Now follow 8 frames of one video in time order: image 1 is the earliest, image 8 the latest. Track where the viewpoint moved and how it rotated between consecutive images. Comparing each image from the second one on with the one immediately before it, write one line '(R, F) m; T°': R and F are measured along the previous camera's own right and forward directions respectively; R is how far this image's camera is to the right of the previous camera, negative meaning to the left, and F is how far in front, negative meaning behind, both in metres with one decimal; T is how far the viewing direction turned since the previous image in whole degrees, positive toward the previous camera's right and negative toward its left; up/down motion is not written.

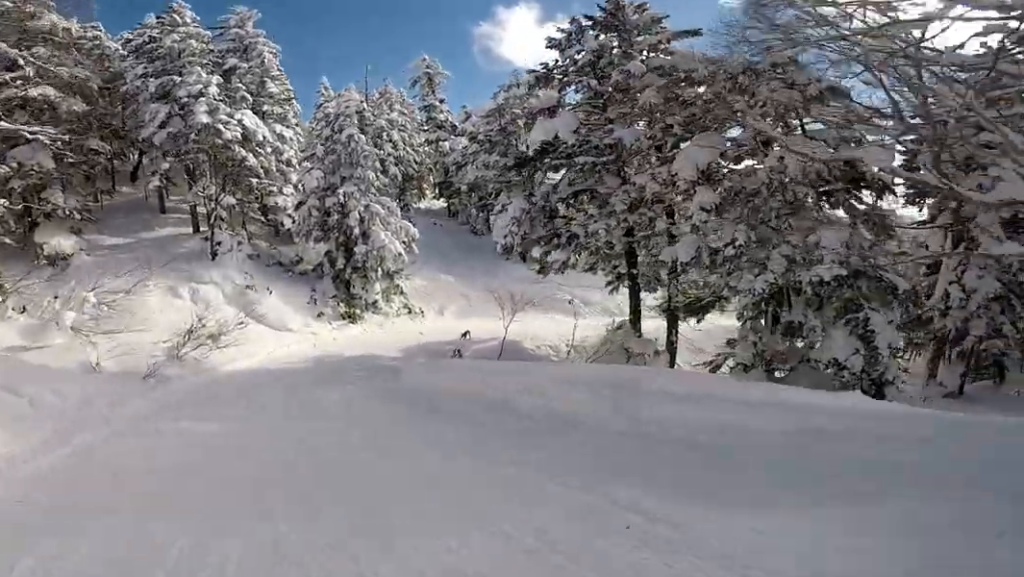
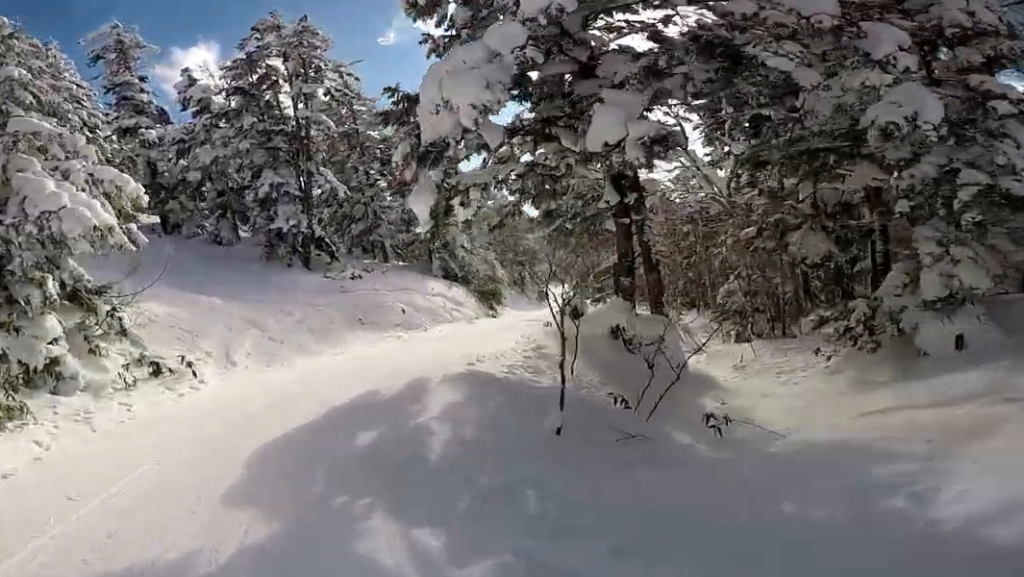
(+3.4, +11.8) m; +29°
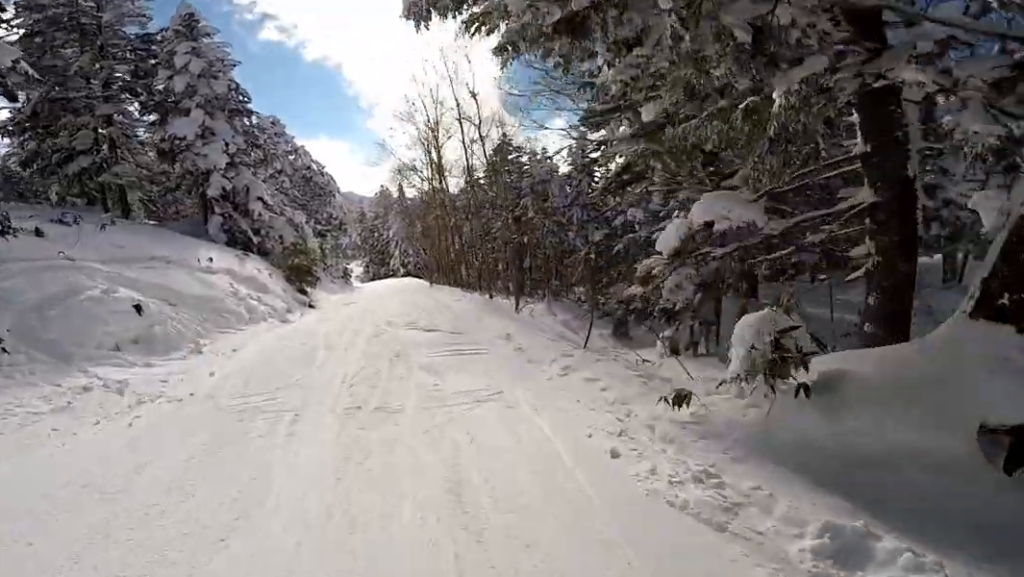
(+2.4, +11.1) m; +19°
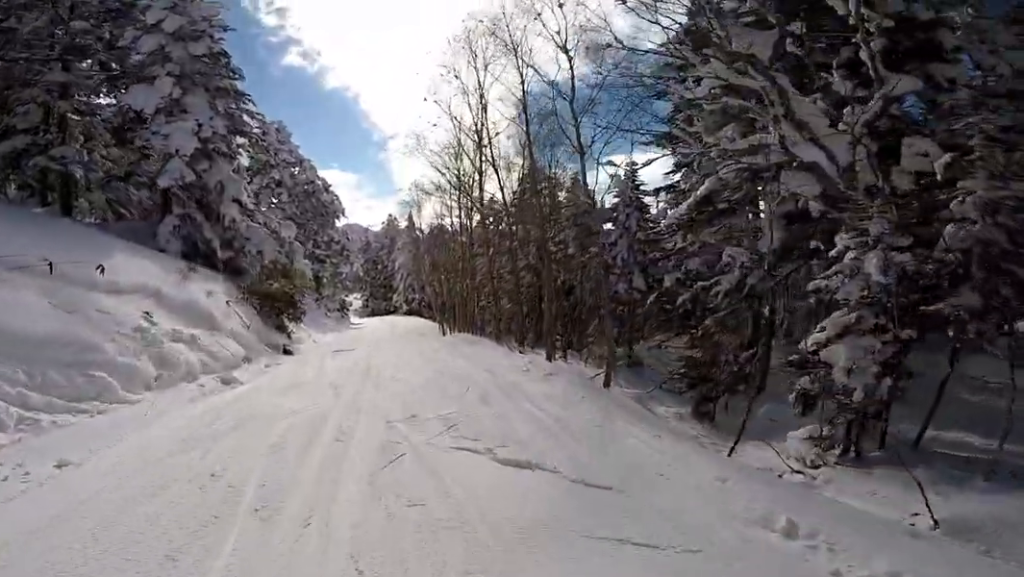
(+0.1, +6.3) m; +3°
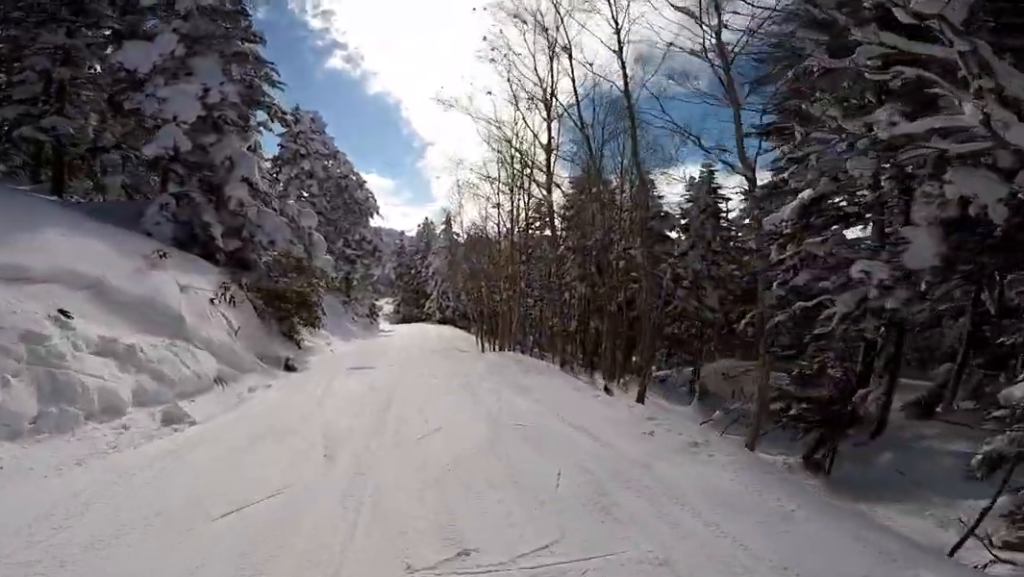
(-0.1, +3.4) m; +1°
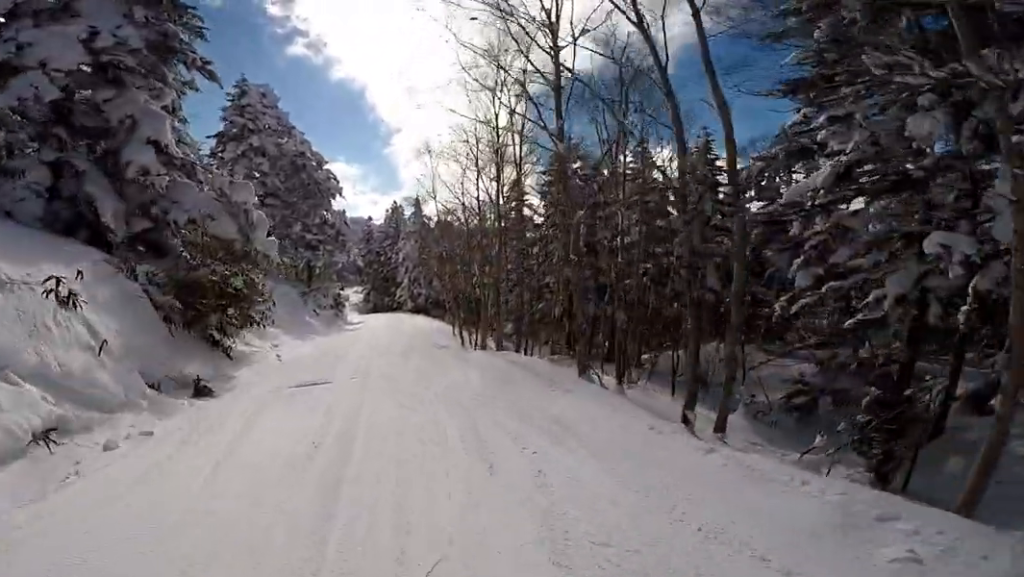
(+0.2, +3.4) m; +1°
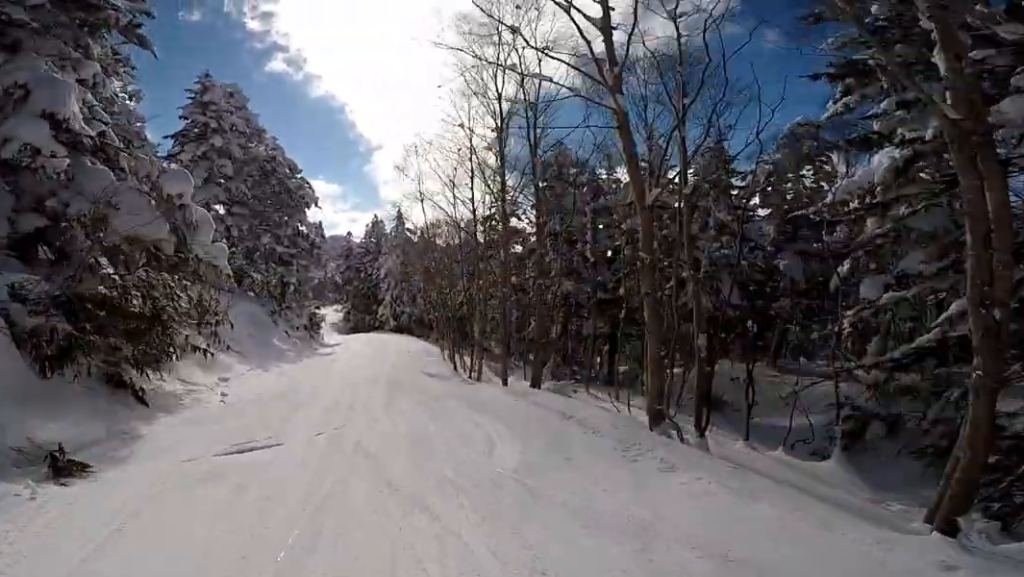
(+0.1, +3.0) m; +1°
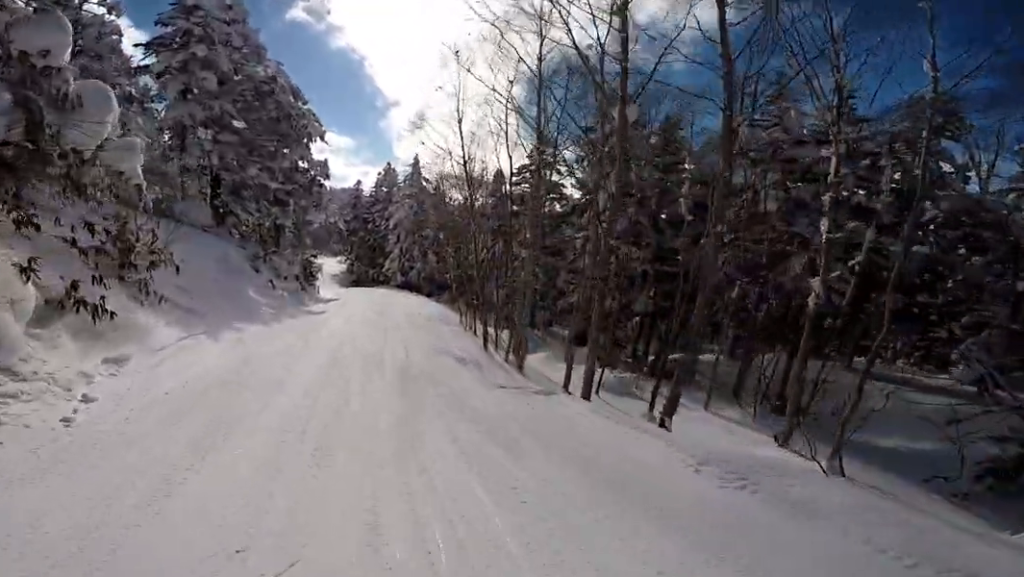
(0.0, +5.1) m; -4°
